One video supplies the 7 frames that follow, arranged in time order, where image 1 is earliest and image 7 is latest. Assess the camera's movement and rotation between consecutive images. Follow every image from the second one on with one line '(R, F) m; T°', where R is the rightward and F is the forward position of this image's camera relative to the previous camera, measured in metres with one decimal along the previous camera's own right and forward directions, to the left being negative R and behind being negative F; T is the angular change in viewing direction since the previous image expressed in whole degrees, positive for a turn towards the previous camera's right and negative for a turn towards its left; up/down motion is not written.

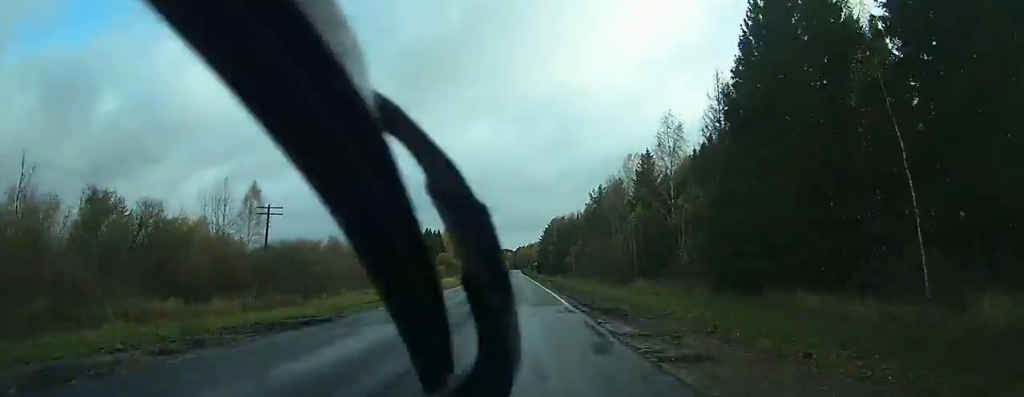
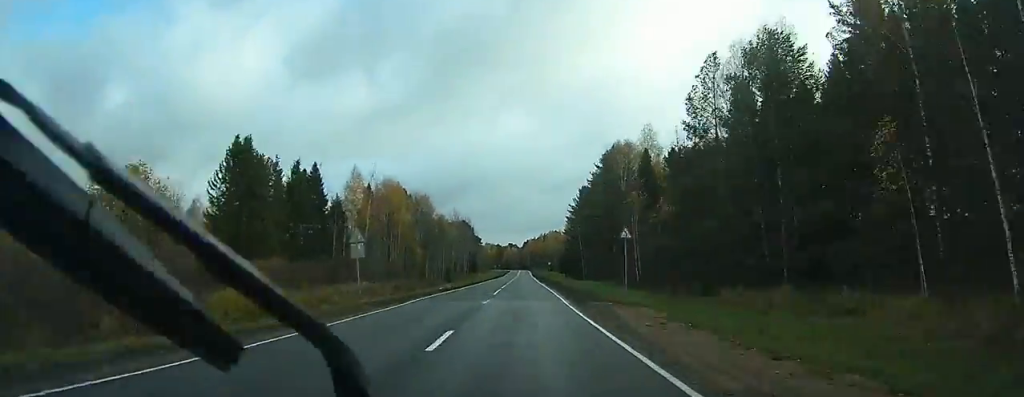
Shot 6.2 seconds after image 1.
(-0.3, +146.9) m; 0°
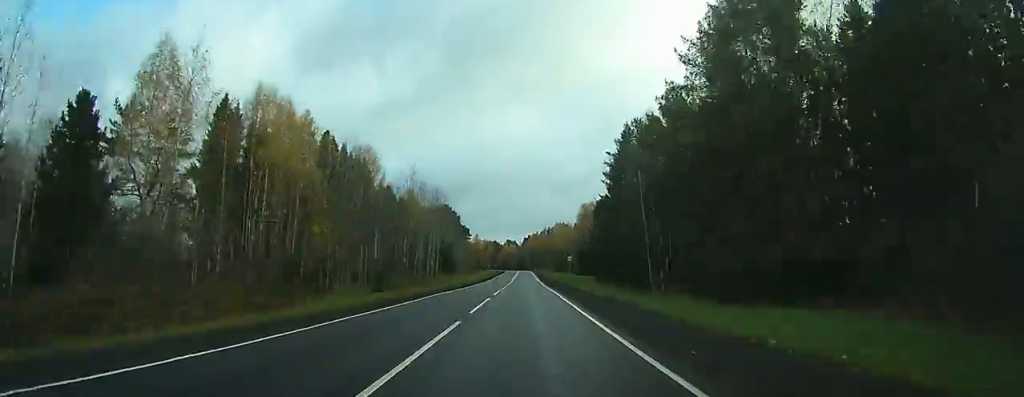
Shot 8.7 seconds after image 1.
(-0.3, +60.9) m; 0°
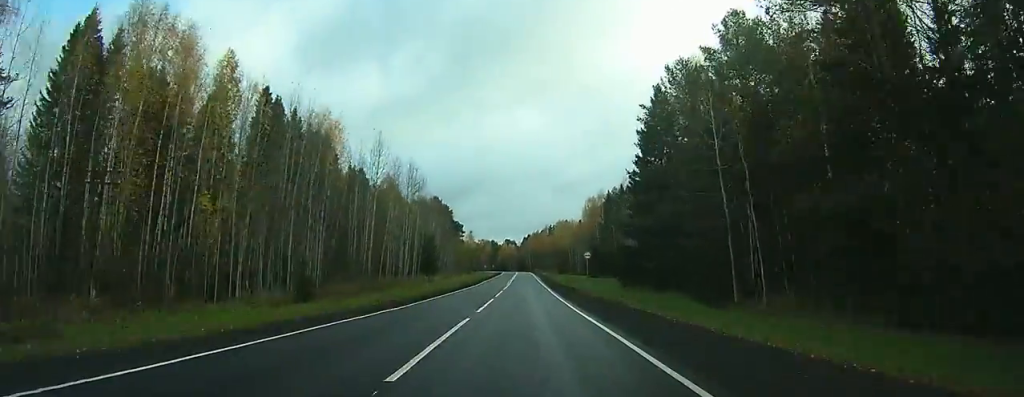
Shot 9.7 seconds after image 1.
(-0.1, +22.3) m; 0°
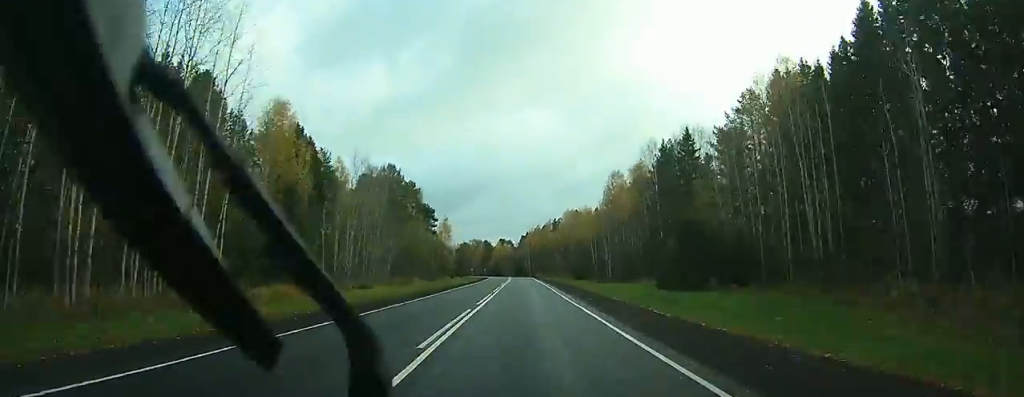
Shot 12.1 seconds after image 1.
(+0.1, +58.3) m; 0°
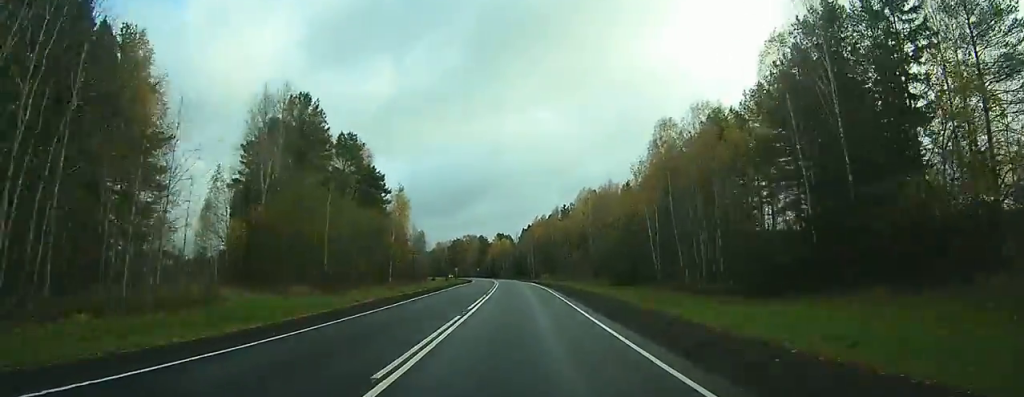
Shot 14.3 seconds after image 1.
(+0.1, +49.6) m; +5°
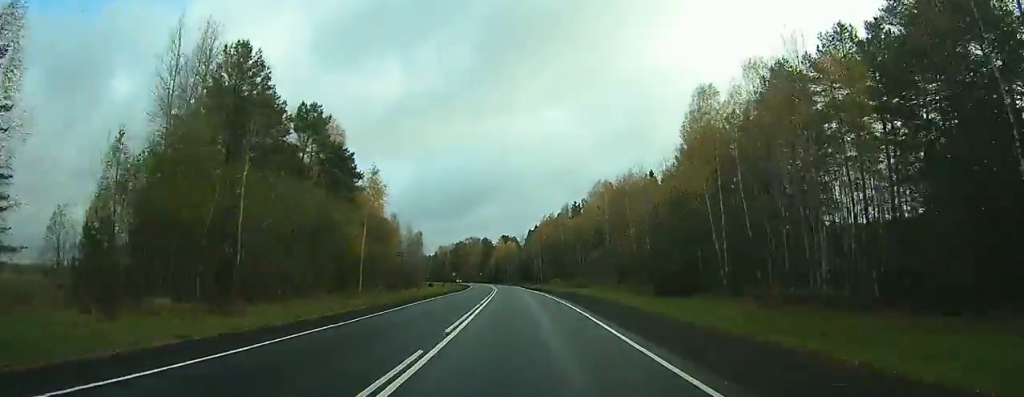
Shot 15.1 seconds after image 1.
(+1.7, +18.3) m; -3°
